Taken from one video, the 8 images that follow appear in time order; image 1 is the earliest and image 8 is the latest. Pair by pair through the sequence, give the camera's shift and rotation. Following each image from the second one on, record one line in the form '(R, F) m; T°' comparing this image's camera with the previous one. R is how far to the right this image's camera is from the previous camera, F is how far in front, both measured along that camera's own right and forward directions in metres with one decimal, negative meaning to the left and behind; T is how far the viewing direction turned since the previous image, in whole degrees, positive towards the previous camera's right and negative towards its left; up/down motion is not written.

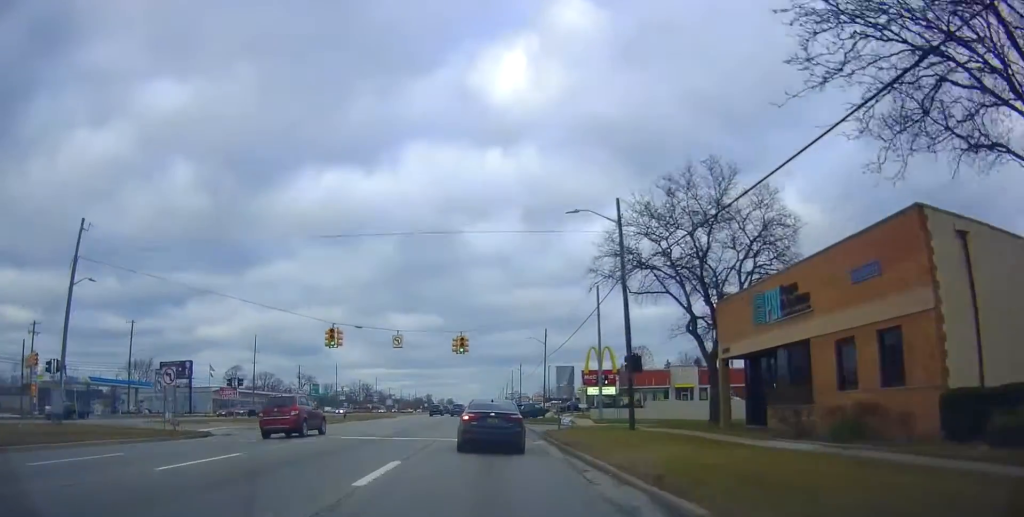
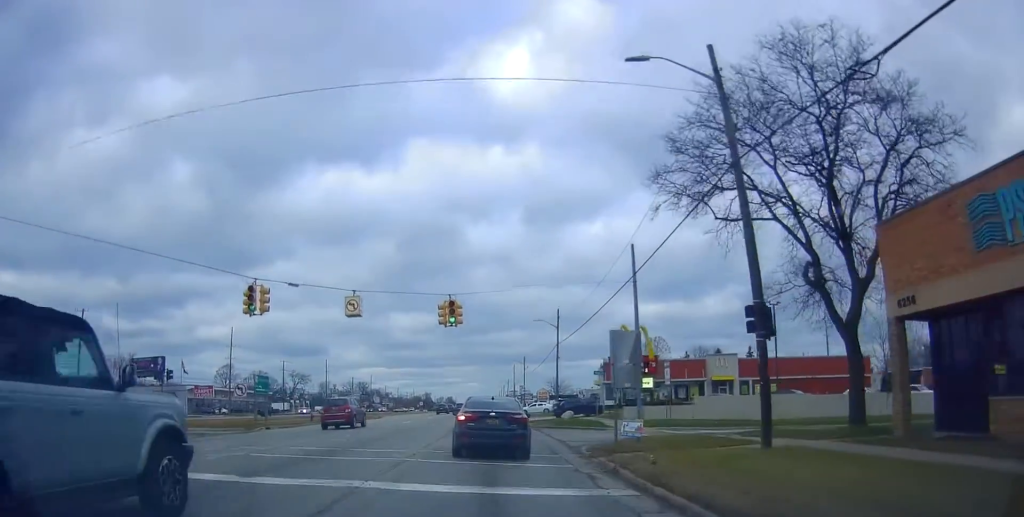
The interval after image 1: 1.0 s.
(-0.3, +11.5) m; -3°
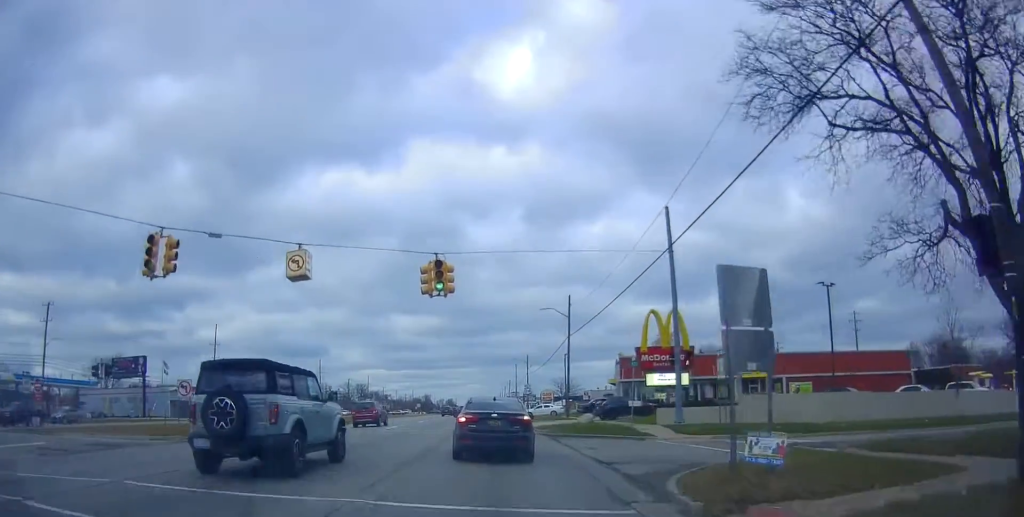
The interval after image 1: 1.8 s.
(-0.4, +7.1) m; 0°
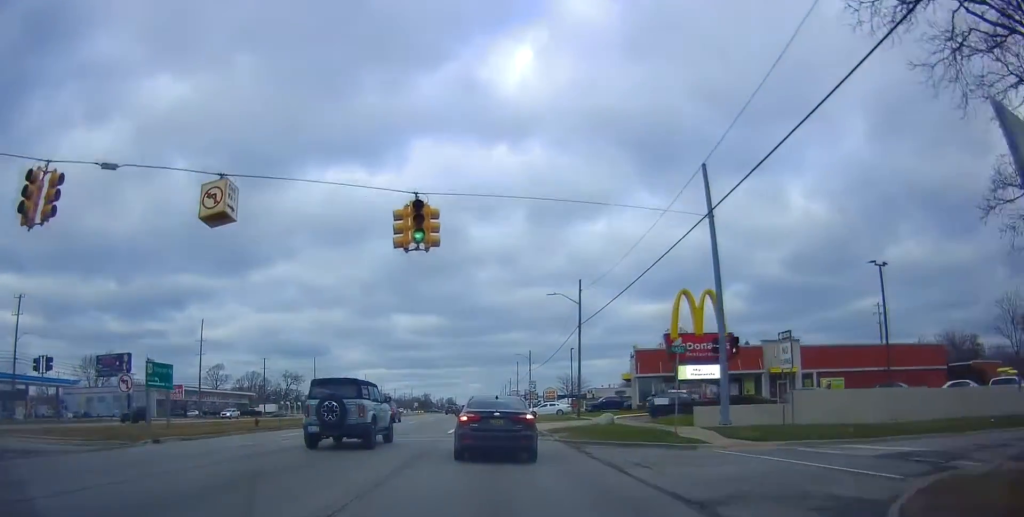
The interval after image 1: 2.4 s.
(+0.3, +5.0) m; +3°
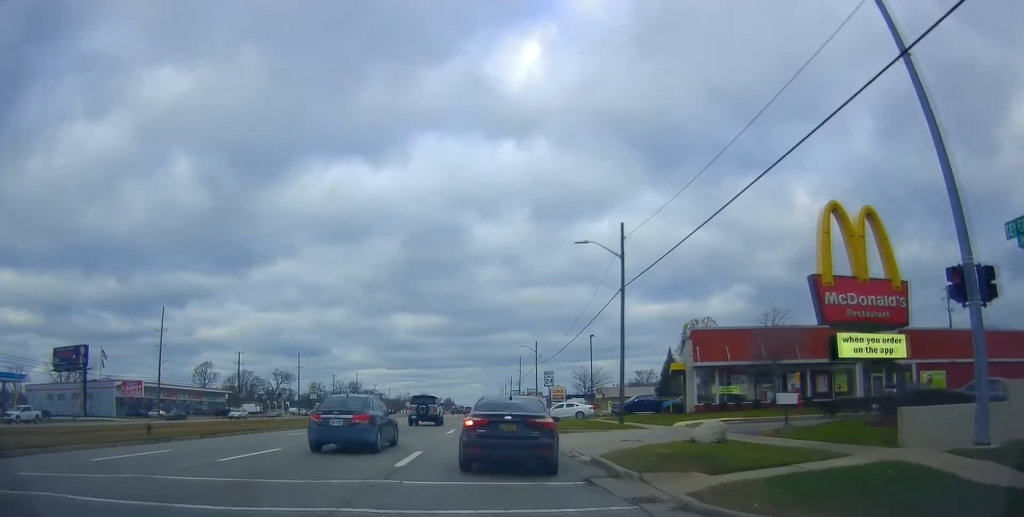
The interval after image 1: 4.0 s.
(+0.3, +11.1) m; +2°
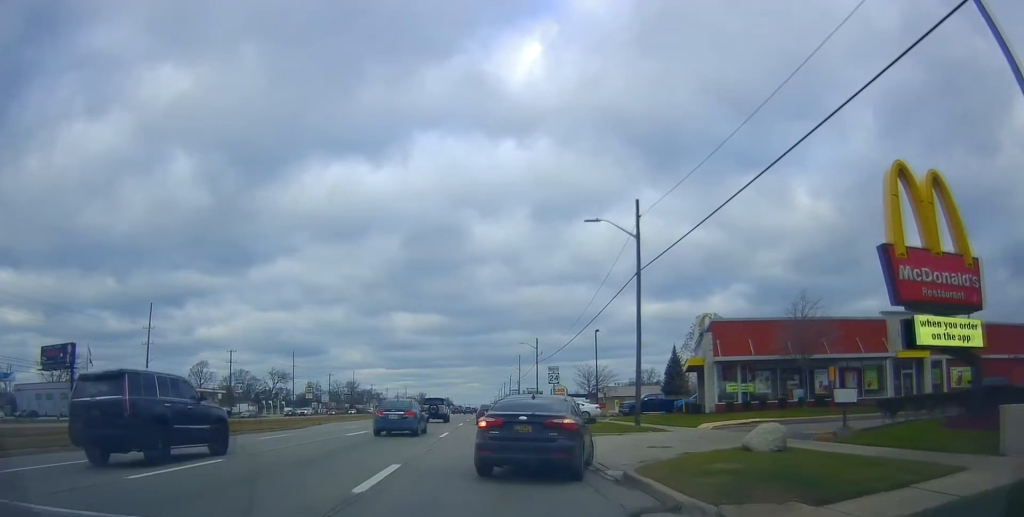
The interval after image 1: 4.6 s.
(0.0, +2.9) m; +1°
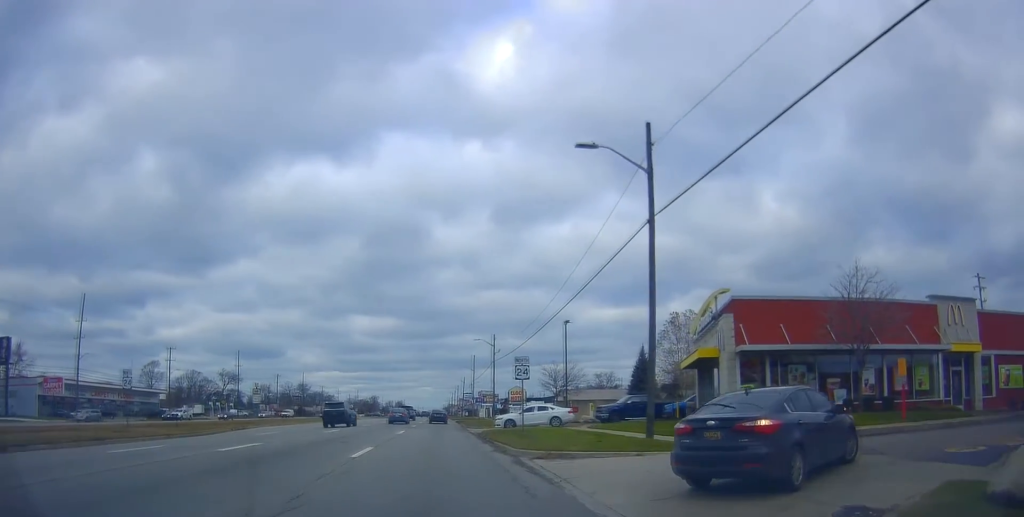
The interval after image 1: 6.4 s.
(+1.4, +7.0) m; +27°
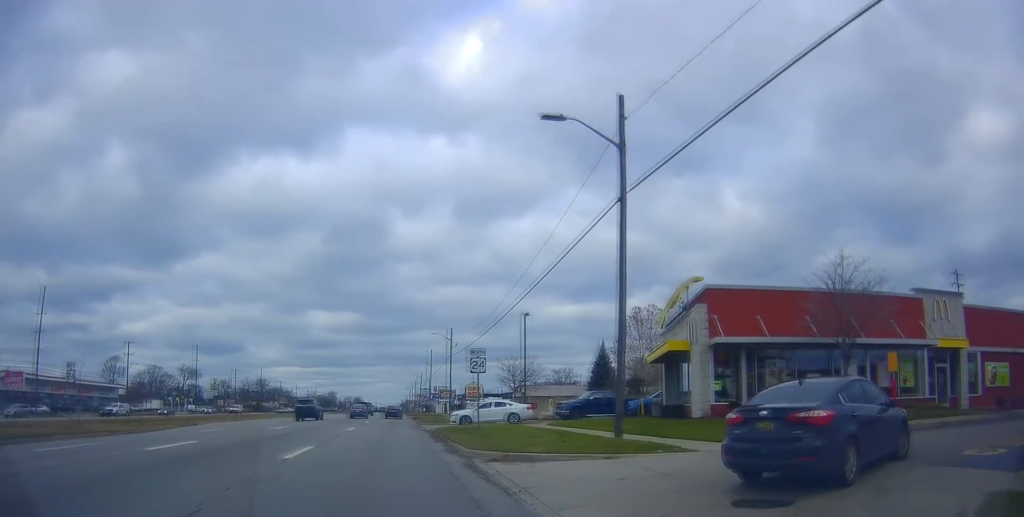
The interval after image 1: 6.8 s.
(+0.1, +1.5) m; +8°
